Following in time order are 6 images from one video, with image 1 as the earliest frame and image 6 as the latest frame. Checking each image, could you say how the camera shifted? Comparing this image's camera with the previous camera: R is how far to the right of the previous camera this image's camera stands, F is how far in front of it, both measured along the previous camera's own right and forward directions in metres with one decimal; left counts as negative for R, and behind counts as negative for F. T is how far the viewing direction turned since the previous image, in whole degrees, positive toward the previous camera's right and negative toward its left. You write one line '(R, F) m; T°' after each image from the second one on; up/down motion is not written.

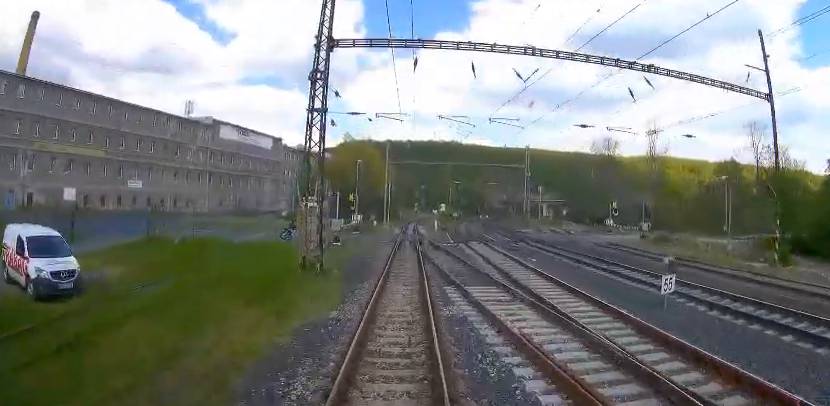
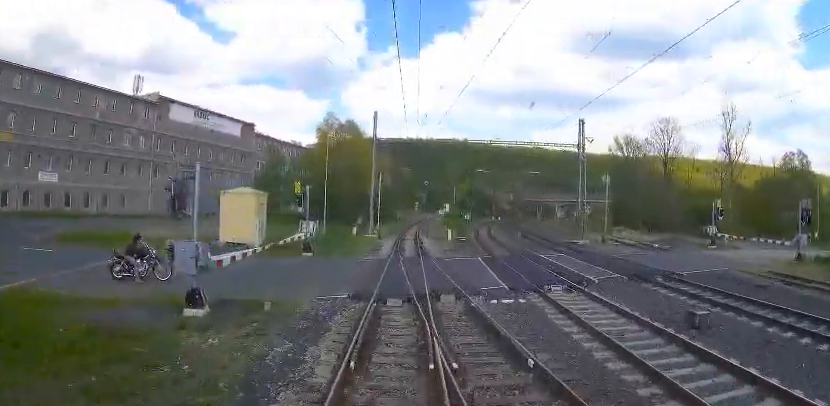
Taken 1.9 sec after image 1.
(+0.1, +19.0) m; 0°
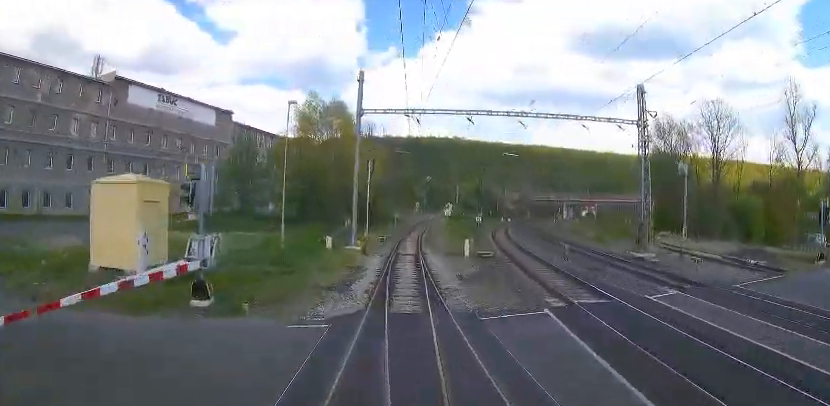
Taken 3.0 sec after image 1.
(-0.1, +11.2) m; -2°
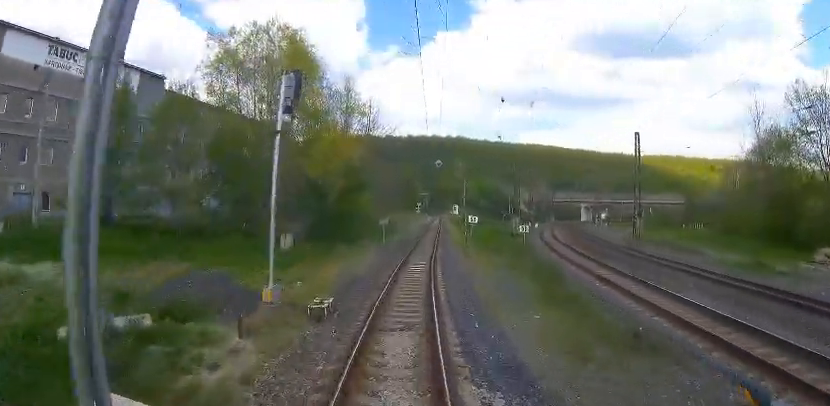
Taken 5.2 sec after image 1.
(+0.4, +22.7) m; +3°
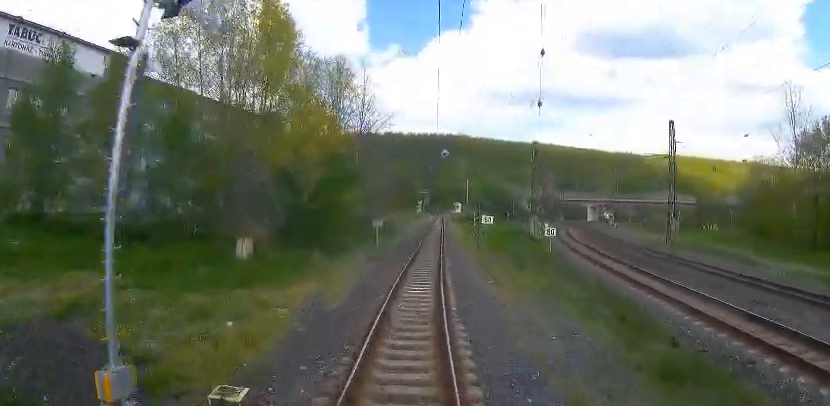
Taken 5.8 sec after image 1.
(0.0, +6.1) m; 0°
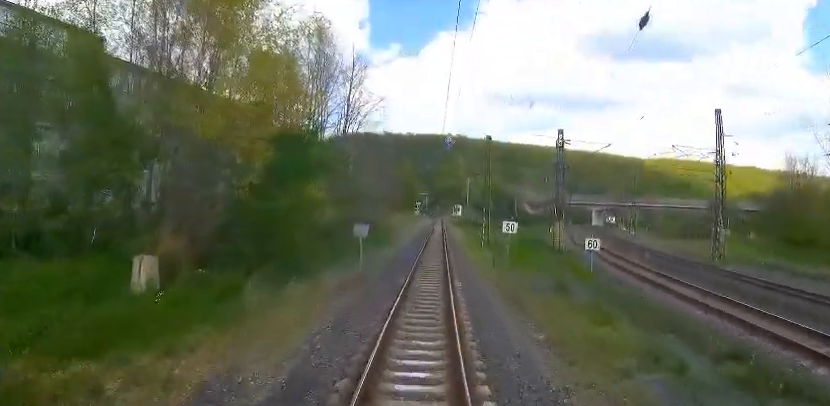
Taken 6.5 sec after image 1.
(-0.3, +6.9) m; 0°
